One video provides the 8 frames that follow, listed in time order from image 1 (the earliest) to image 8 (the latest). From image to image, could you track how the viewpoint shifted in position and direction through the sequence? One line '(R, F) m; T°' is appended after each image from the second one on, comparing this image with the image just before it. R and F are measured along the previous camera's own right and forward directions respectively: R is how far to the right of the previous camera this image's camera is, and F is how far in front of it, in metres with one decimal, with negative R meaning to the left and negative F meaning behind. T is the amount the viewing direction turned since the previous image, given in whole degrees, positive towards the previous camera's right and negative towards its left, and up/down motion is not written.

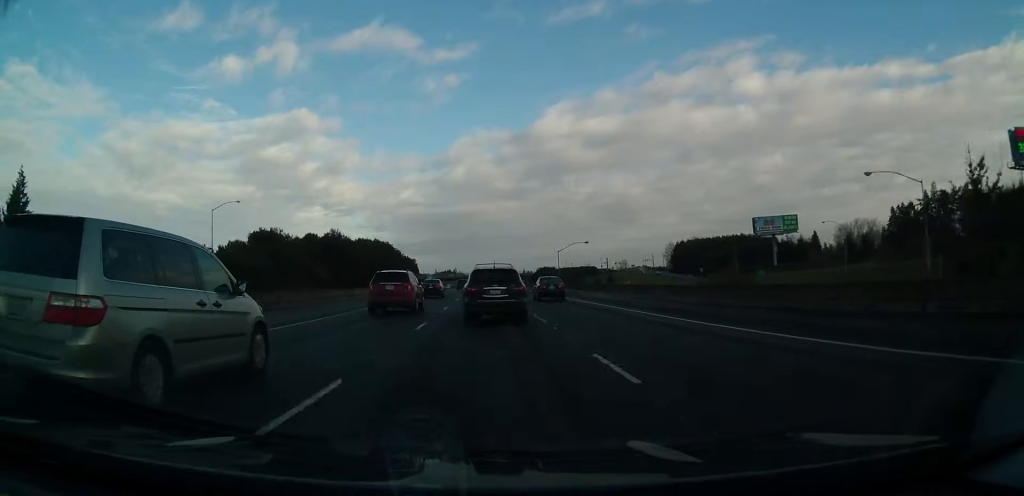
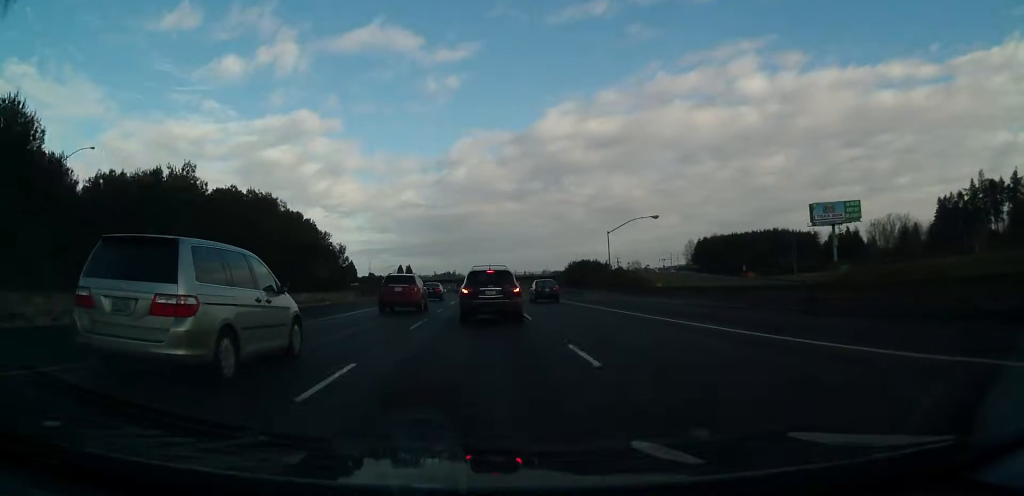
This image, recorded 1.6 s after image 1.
(0.0, +47.9) m; 0°
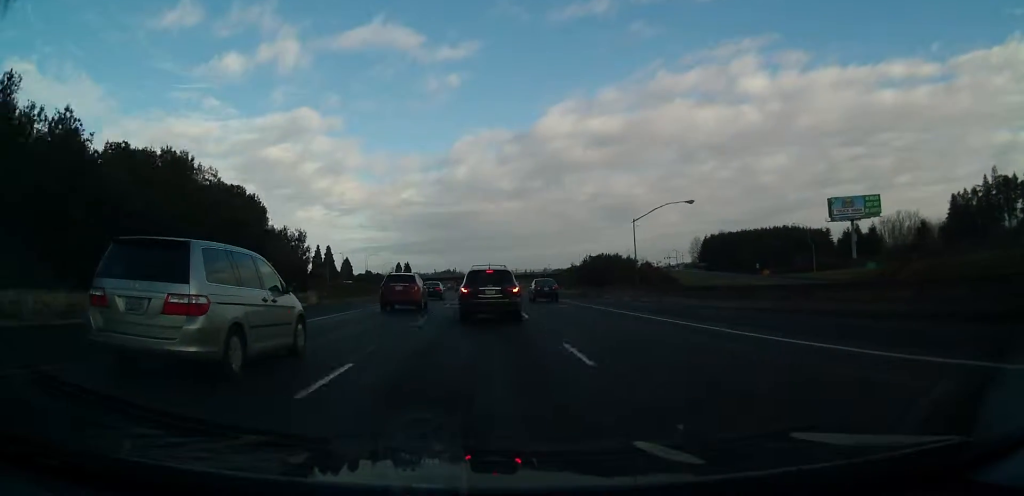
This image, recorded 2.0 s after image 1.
(0.0, +11.8) m; 0°
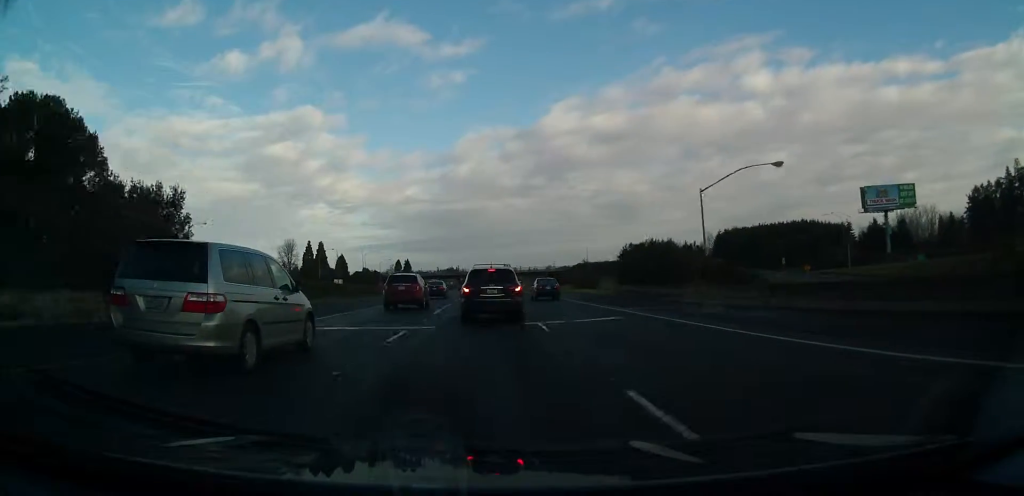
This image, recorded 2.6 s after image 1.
(0.0, +17.8) m; 0°
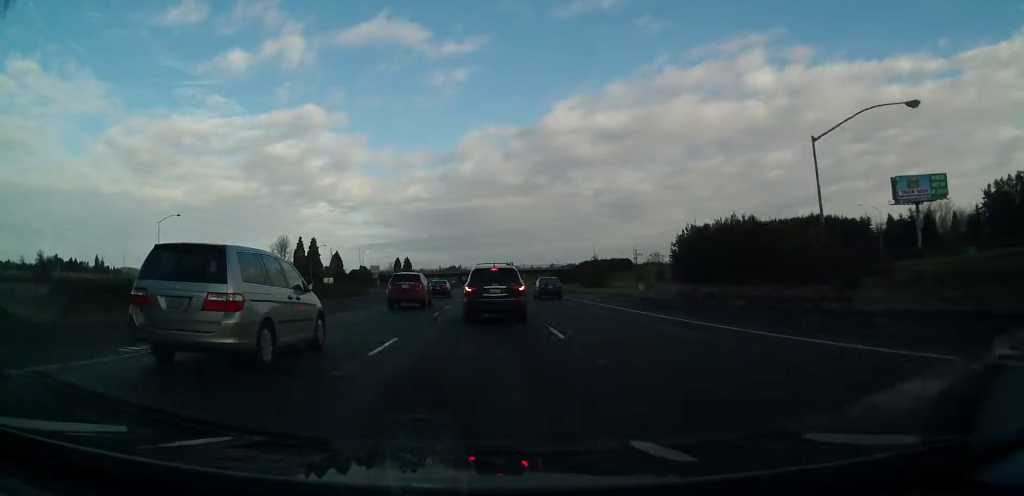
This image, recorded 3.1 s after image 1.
(0.0, +14.8) m; 0°
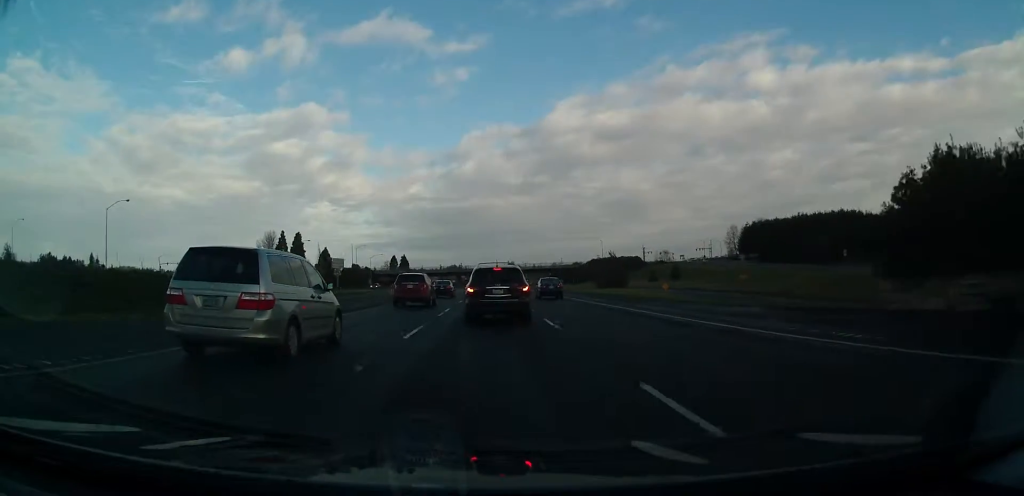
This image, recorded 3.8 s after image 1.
(0.0, +21.6) m; 0°
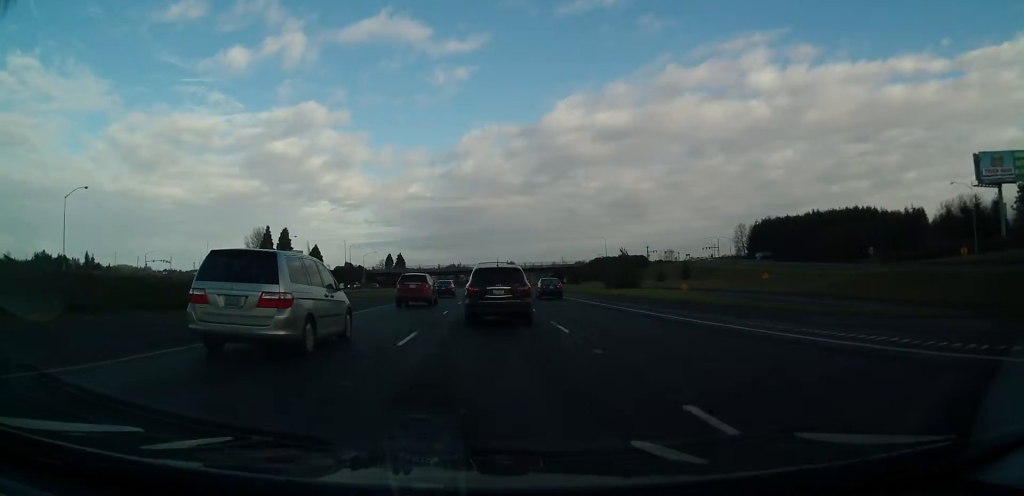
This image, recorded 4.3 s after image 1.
(-0.1, +13.7) m; 0°
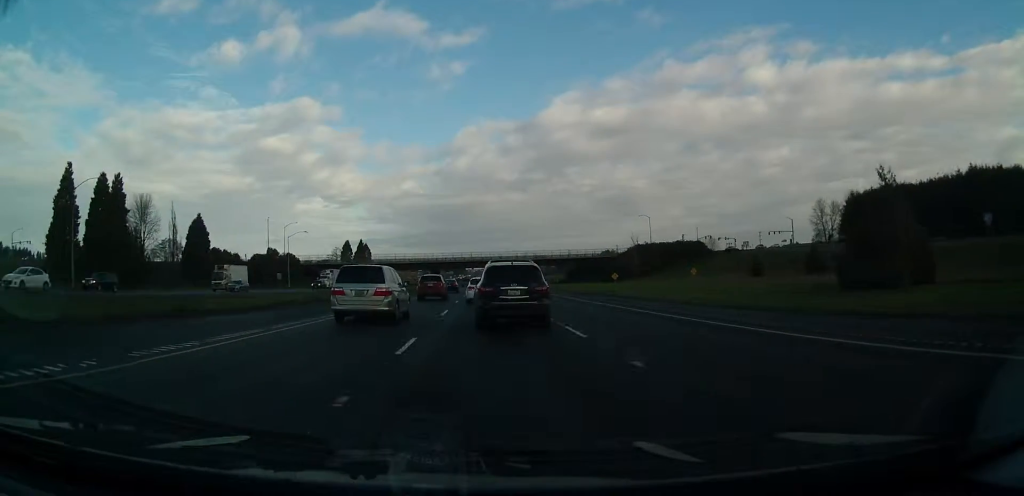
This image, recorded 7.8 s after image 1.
(+0.5, +100.9) m; +1°
